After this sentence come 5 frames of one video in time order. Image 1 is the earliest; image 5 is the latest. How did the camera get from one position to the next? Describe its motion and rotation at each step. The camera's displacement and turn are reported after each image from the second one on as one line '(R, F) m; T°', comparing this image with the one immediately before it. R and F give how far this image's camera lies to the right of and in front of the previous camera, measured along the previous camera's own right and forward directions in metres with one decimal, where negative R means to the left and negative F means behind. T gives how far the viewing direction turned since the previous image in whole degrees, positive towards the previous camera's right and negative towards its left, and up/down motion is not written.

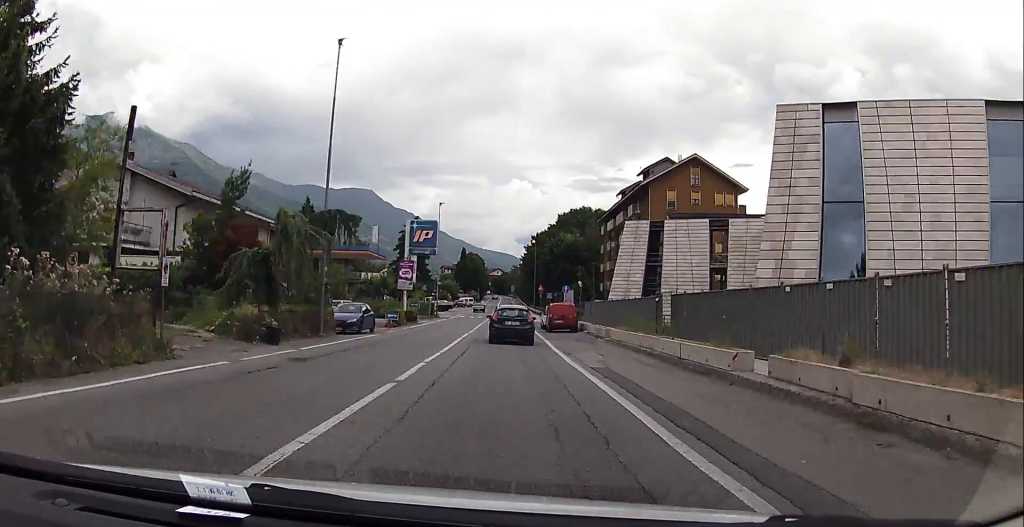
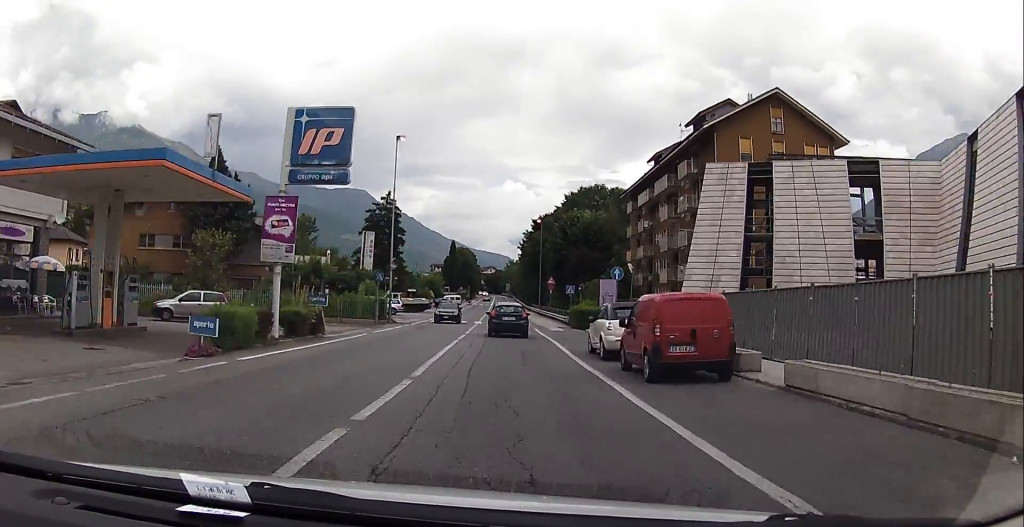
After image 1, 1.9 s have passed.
(+0.6, +26.6) m; +2°
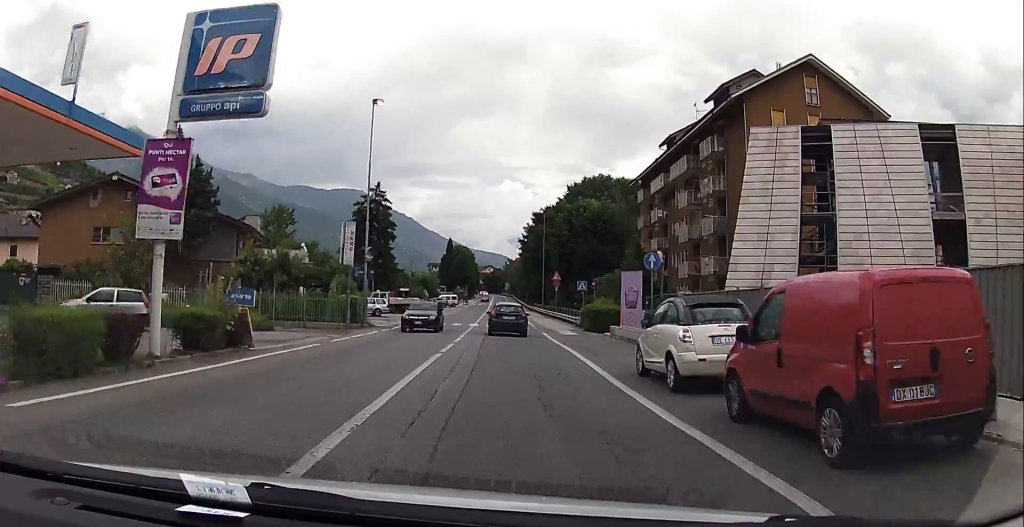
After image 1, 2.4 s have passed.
(+0.1, +7.3) m; 0°
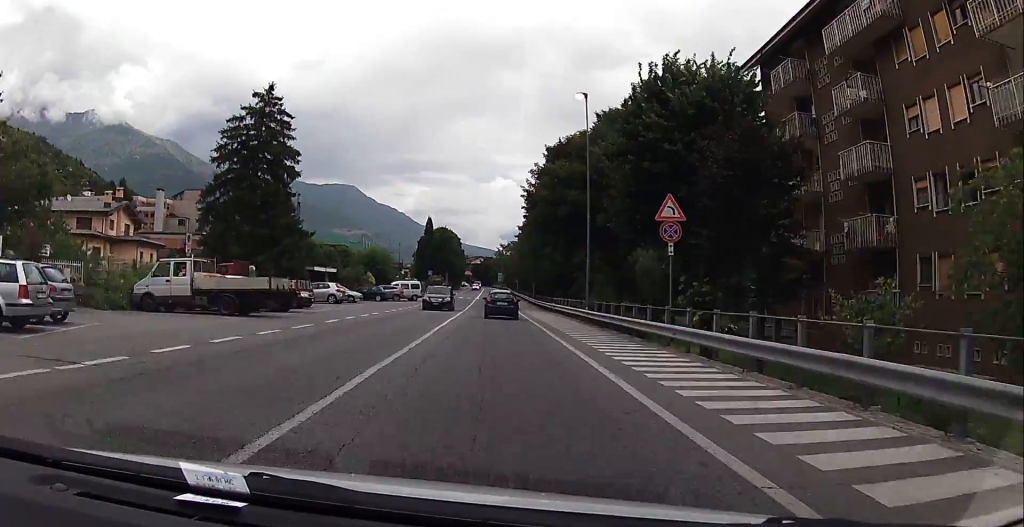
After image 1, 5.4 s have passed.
(-0.3, +40.6) m; -1°
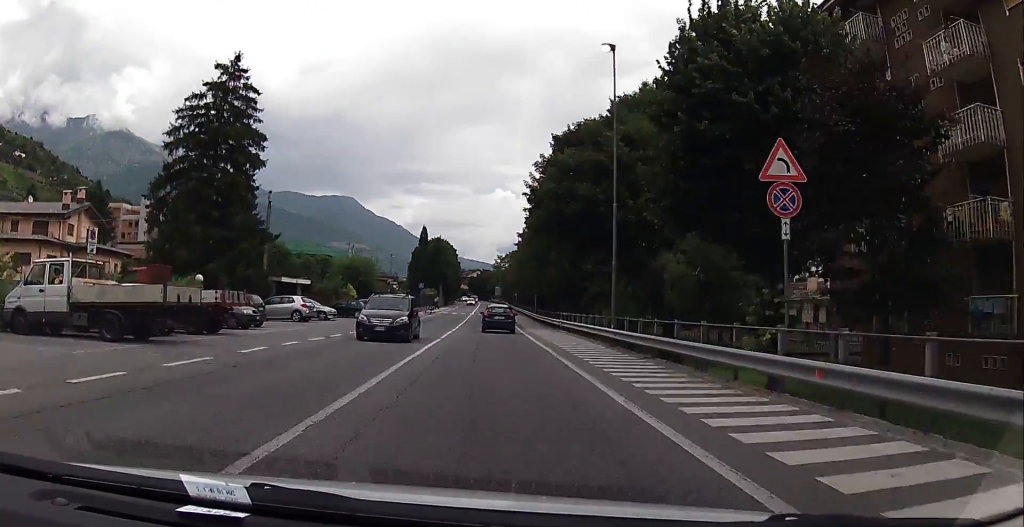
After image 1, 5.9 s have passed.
(+0.2, +7.6) m; +1°
